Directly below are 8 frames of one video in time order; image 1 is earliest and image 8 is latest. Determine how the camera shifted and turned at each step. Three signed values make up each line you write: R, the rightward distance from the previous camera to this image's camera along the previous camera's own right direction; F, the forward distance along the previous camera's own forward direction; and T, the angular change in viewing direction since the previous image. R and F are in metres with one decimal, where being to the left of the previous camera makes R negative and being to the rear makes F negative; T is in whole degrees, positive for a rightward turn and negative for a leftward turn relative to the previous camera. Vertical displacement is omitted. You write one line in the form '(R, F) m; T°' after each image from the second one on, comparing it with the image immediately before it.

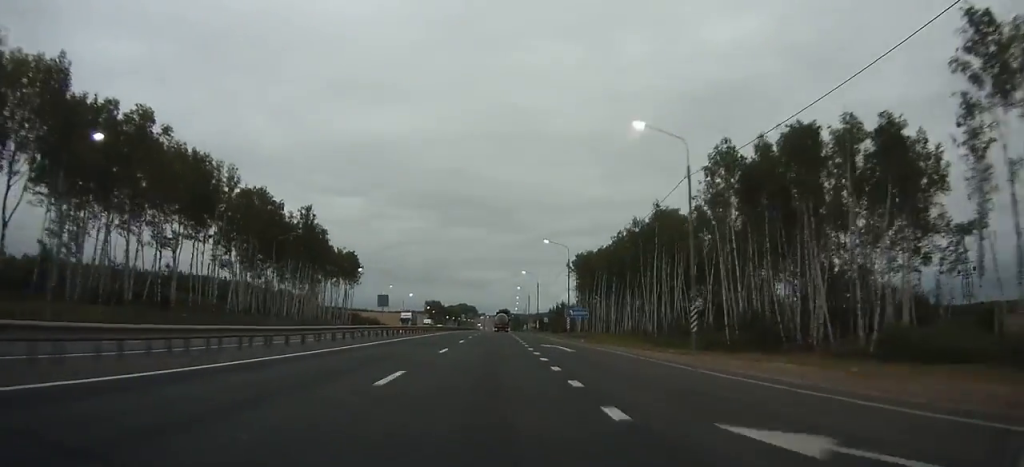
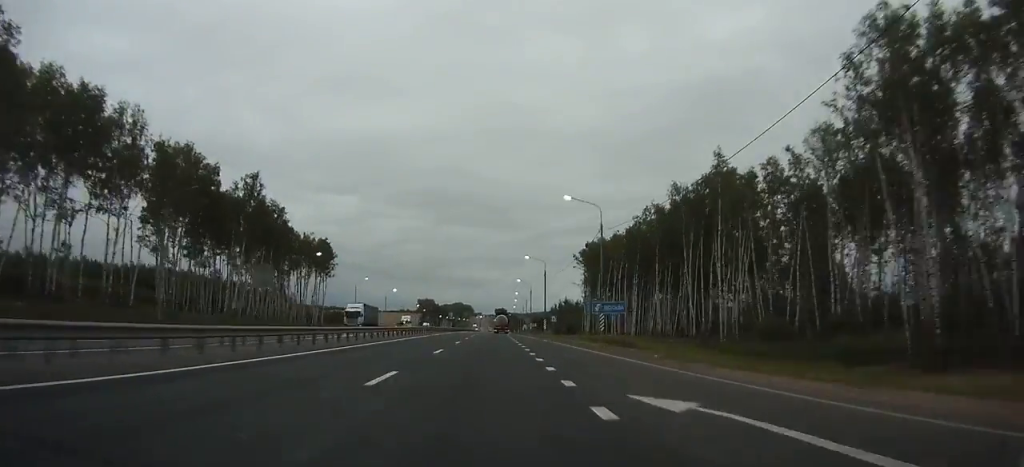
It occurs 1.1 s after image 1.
(0.0, +24.0) m; 0°
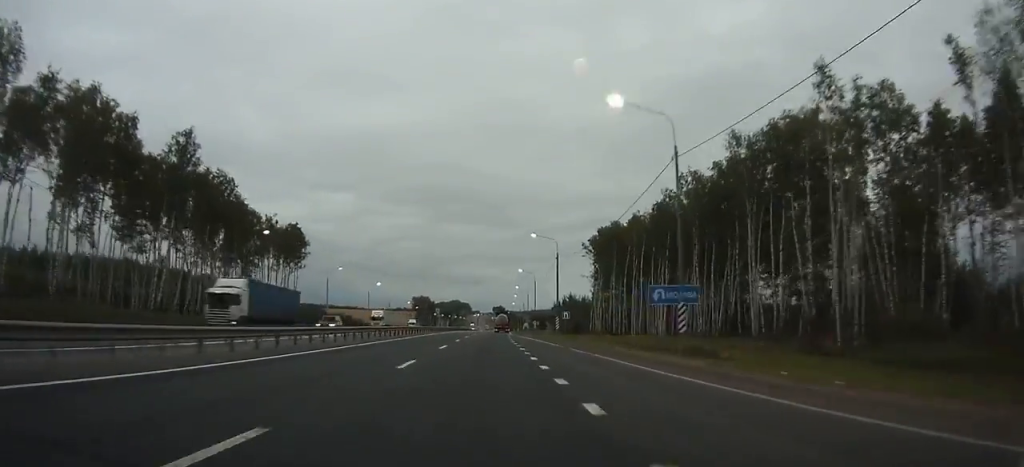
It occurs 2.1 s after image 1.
(0.0, +19.7) m; 0°
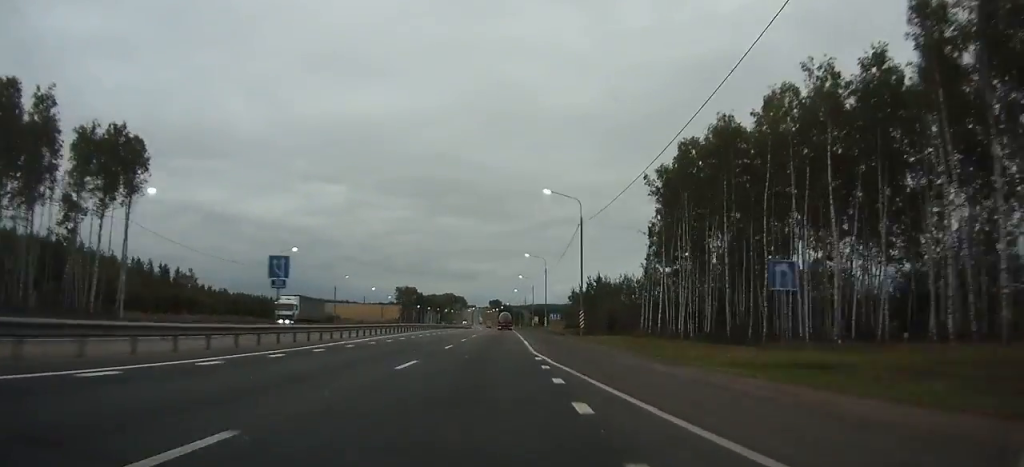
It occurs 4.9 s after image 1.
(+0.3, +60.5) m; +1°
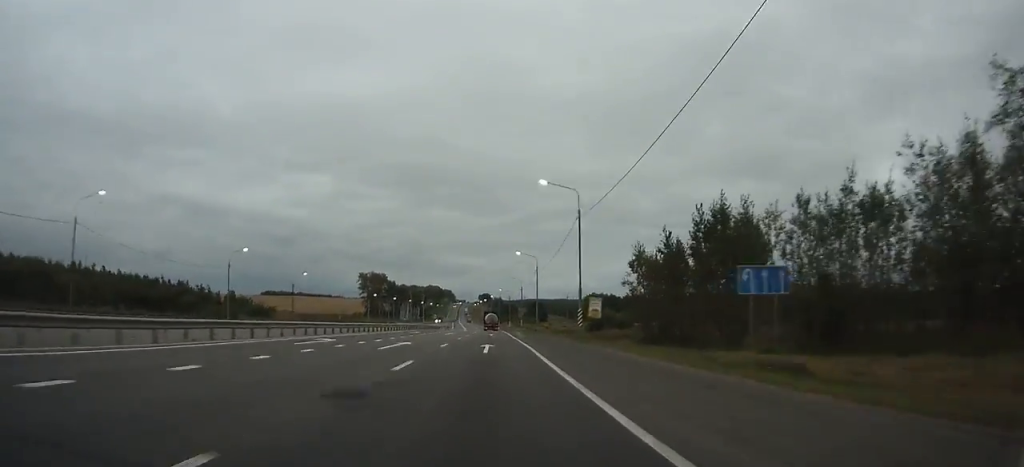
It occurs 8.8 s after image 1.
(+0.3, +81.5) m; 0°
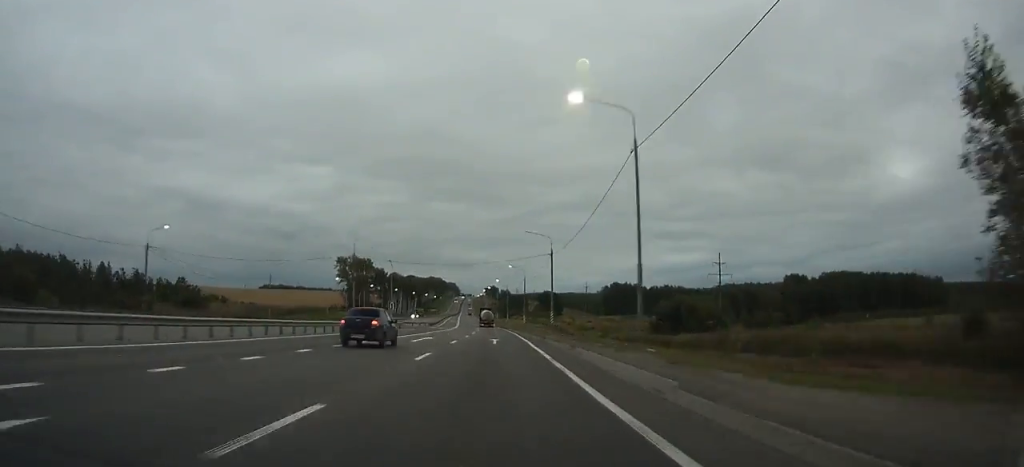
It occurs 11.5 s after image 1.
(-0.1, +56.6) m; 0°
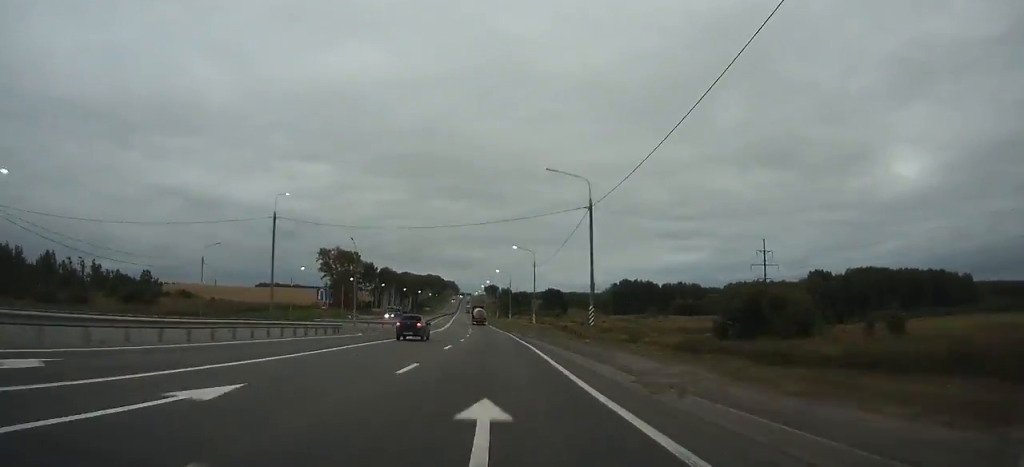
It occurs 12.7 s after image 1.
(-0.1, +27.2) m; 0°
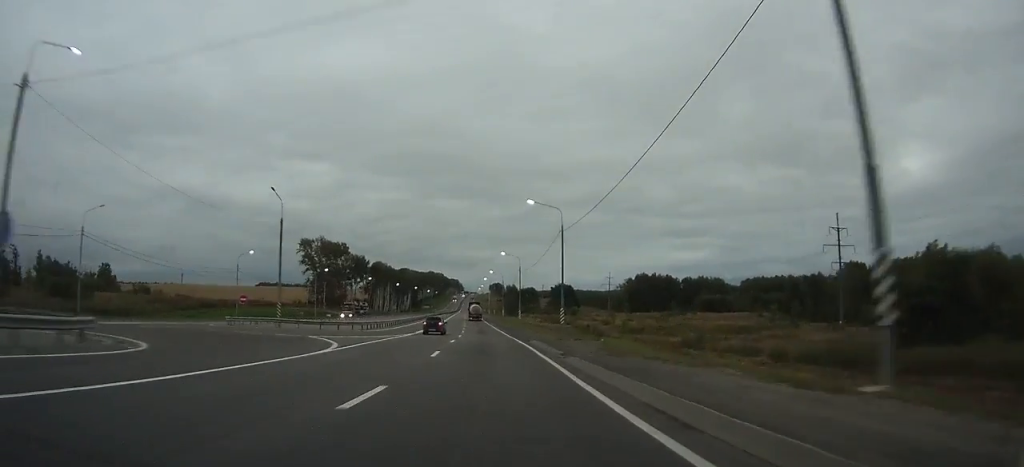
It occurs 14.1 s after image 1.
(0.0, +28.8) m; 0°
